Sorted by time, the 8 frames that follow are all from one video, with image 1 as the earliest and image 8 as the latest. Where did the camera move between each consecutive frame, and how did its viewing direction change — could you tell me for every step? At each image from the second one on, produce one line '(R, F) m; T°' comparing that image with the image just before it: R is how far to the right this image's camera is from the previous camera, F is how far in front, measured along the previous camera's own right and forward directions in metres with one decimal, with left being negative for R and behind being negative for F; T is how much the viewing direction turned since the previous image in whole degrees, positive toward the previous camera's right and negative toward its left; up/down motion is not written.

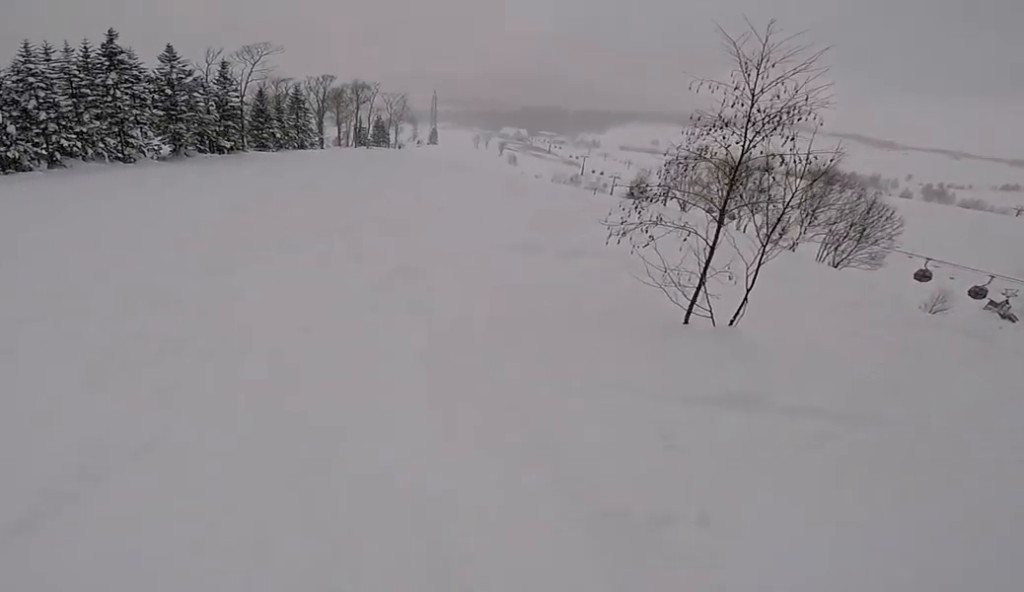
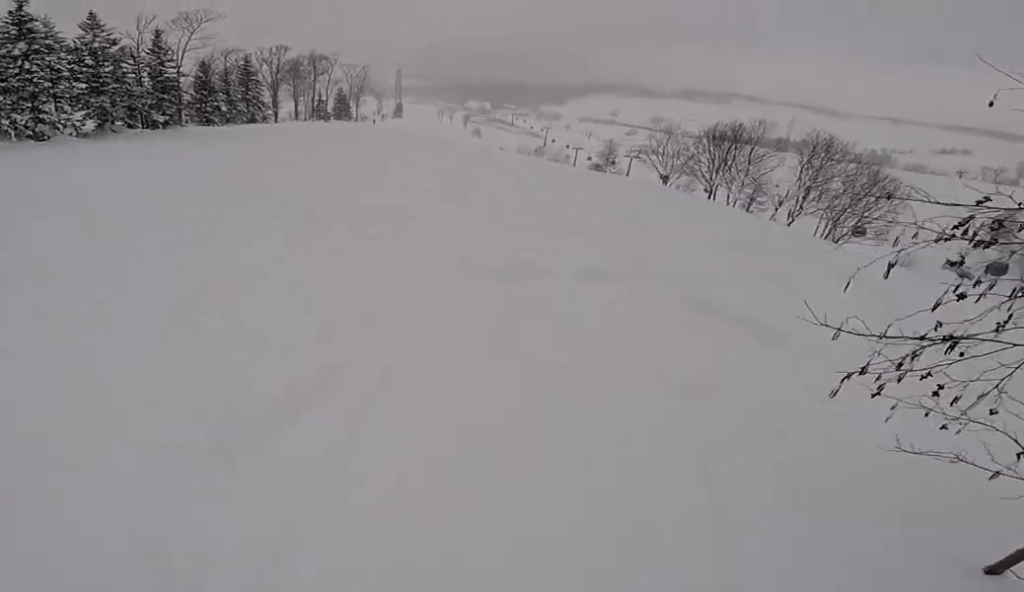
(-0.1, +7.0) m; -1°
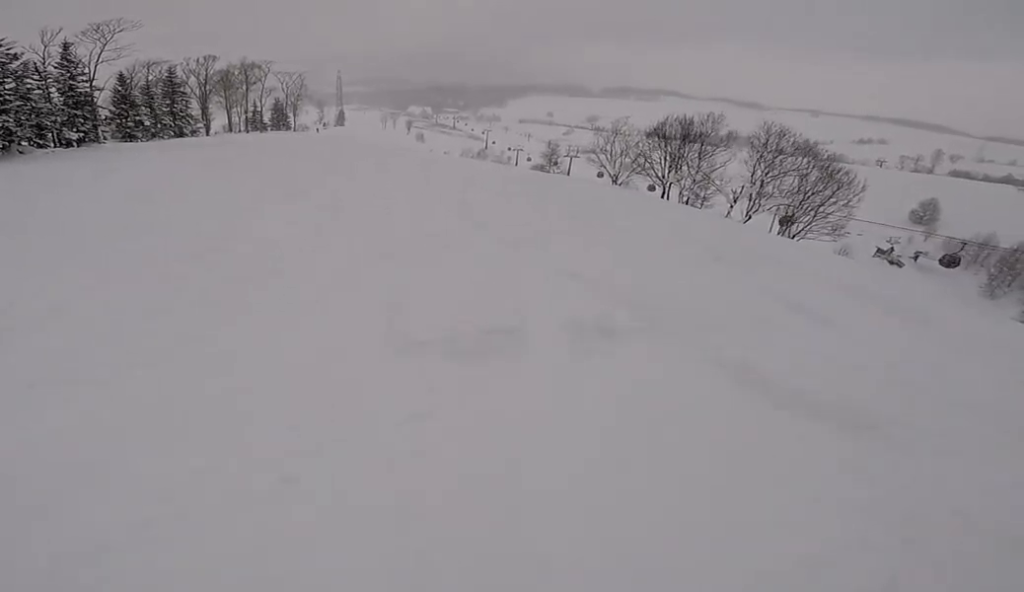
(0.0, +2.9) m; 0°
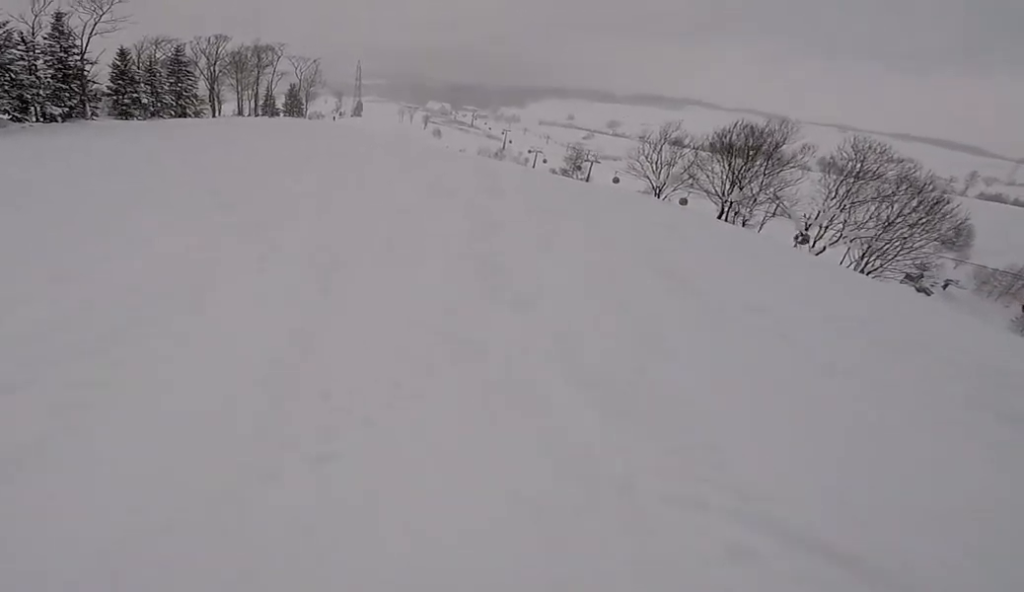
(0.0, +5.4) m; -6°
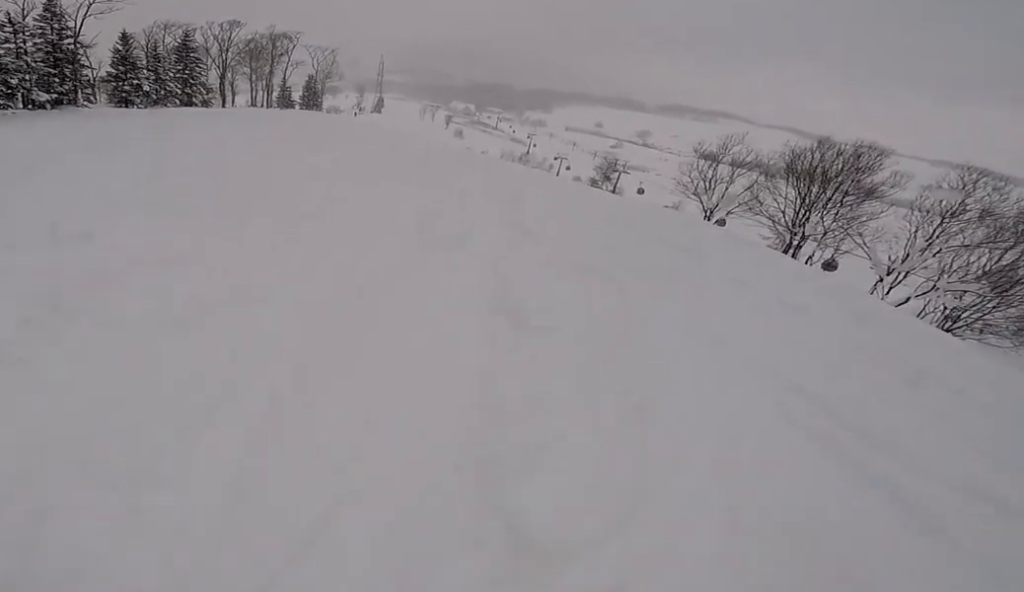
(-0.1, +3.6) m; -6°
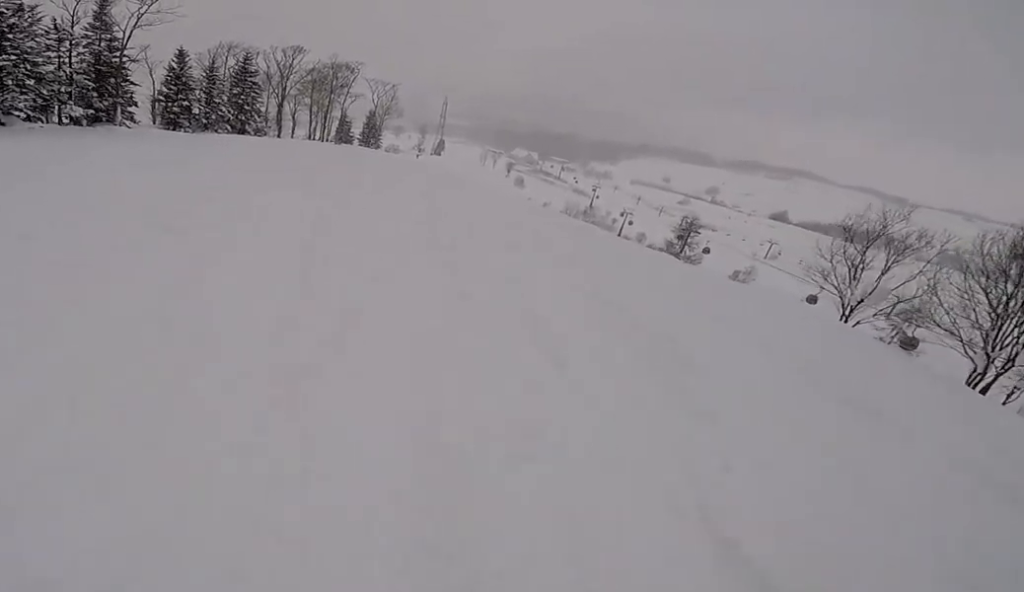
(-0.7, +5.8) m; -9°
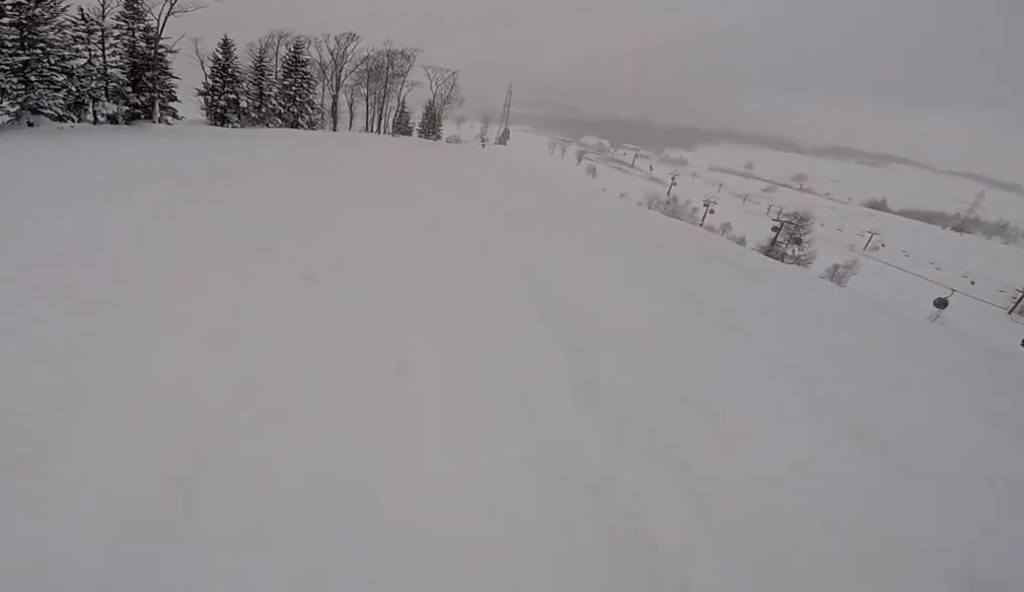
(+0.1, +4.8) m; -6°
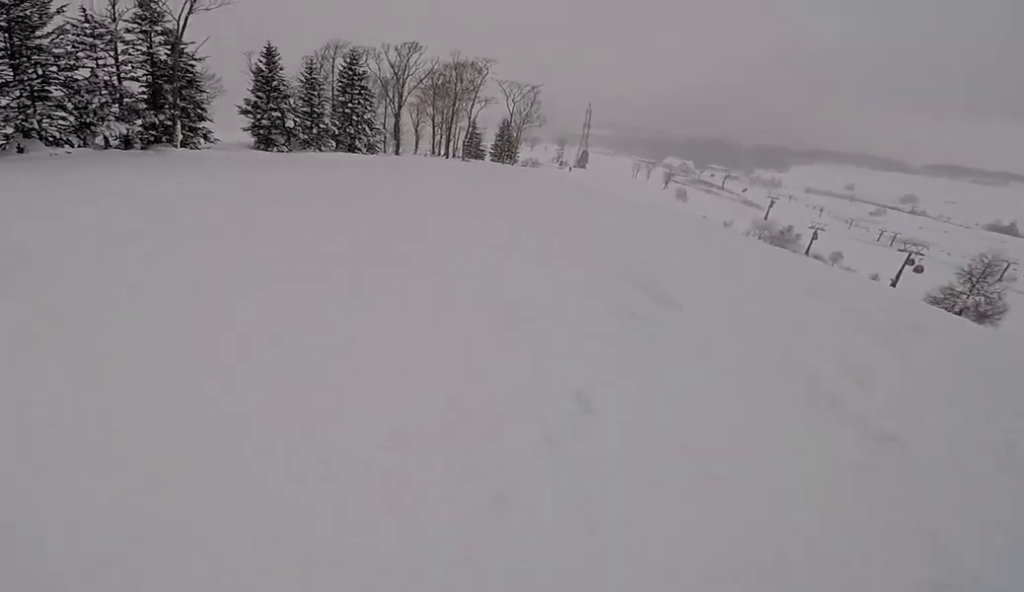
(-1.0, +8.3) m; -6°
